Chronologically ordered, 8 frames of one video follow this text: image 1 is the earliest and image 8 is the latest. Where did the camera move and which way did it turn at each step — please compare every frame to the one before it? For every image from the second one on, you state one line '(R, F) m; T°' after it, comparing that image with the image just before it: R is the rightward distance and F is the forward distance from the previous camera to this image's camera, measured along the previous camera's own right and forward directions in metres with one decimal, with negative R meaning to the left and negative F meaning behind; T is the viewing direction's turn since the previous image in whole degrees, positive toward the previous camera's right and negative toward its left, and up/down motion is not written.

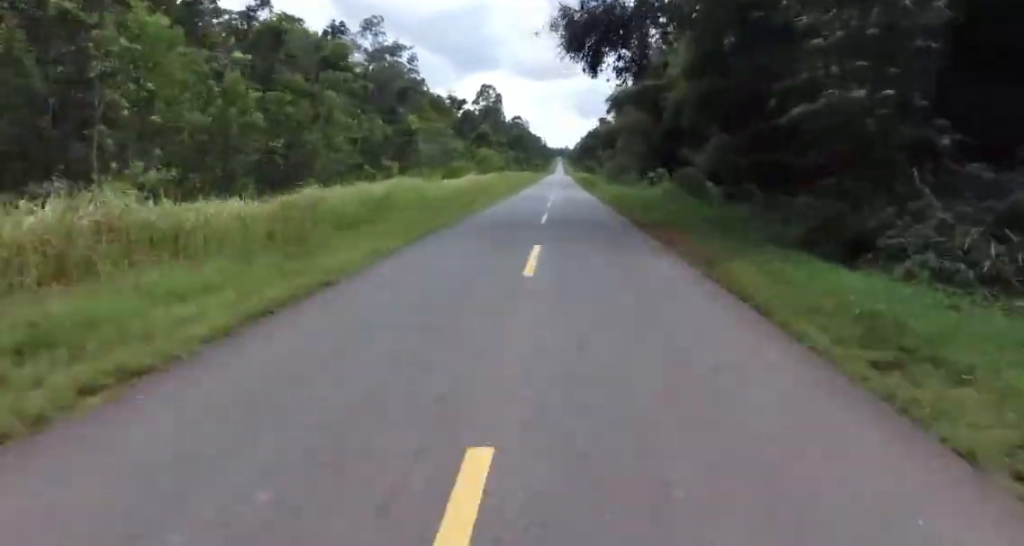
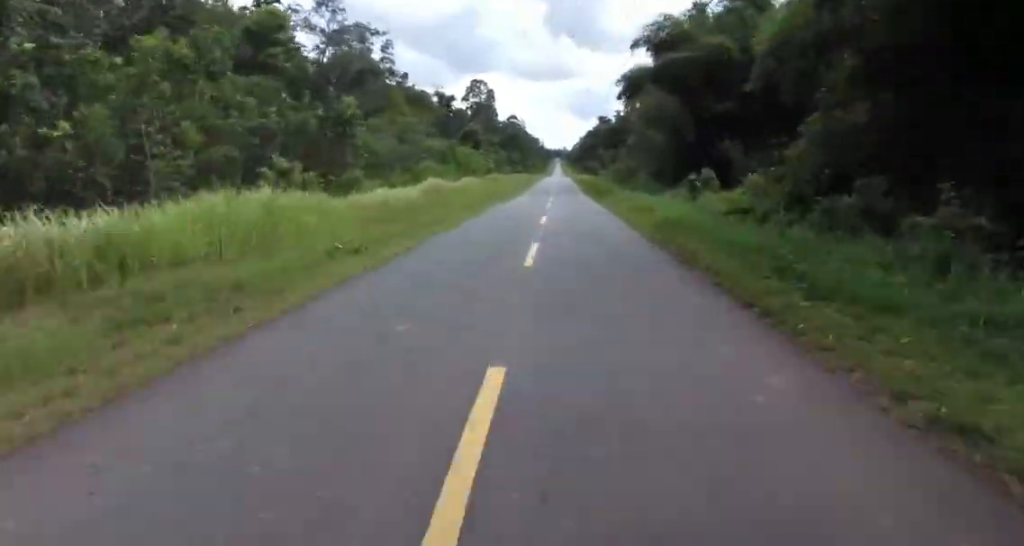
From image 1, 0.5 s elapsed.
(0.0, +14.6) m; +2°
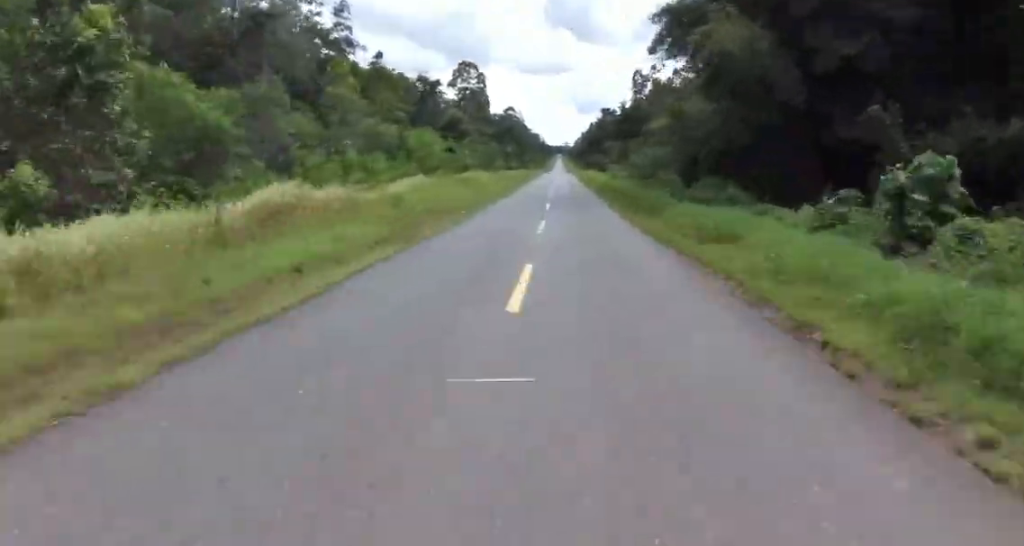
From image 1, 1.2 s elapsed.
(+1.2, +20.6) m; 0°
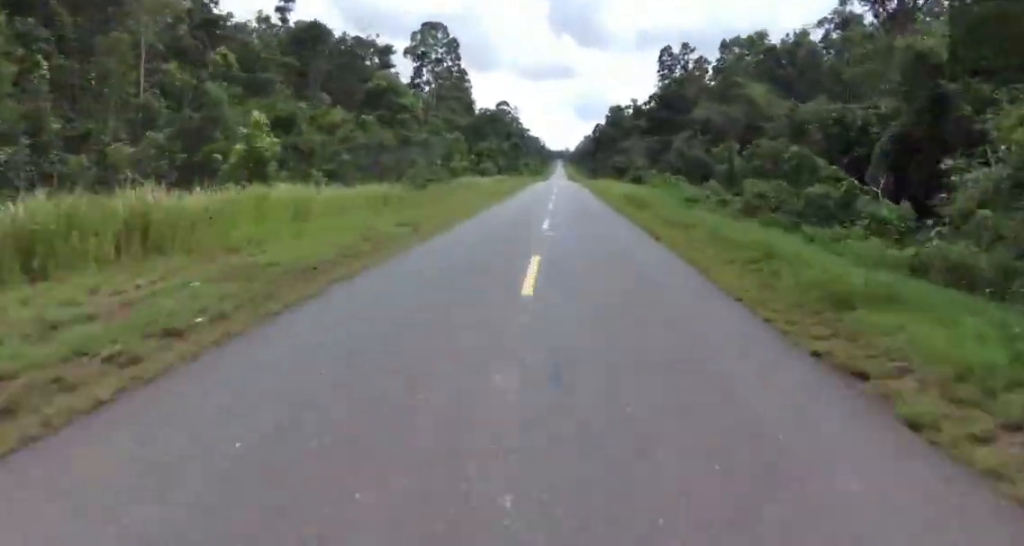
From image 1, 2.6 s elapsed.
(-2.3, +40.9) m; -4°
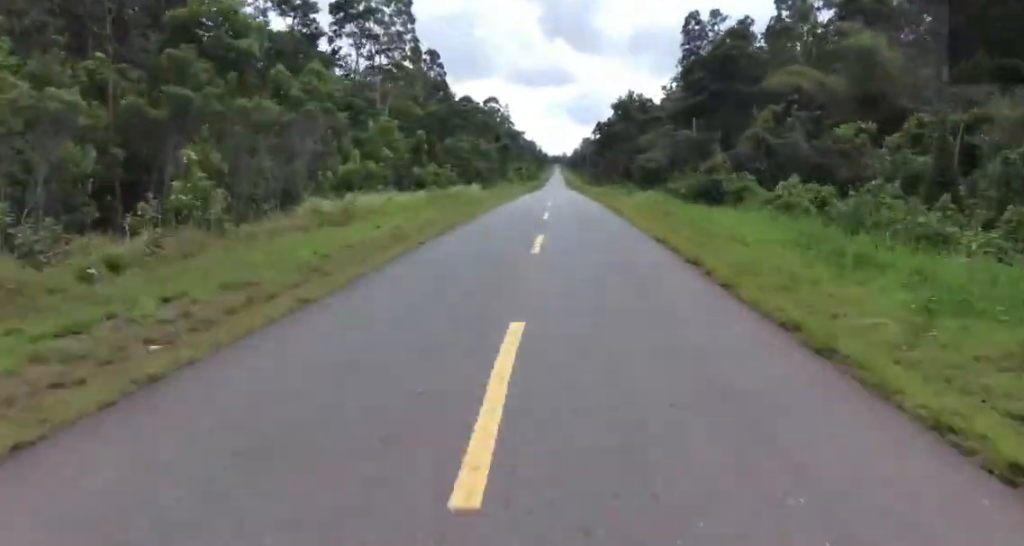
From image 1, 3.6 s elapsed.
(+0.1, +29.6) m; +1°
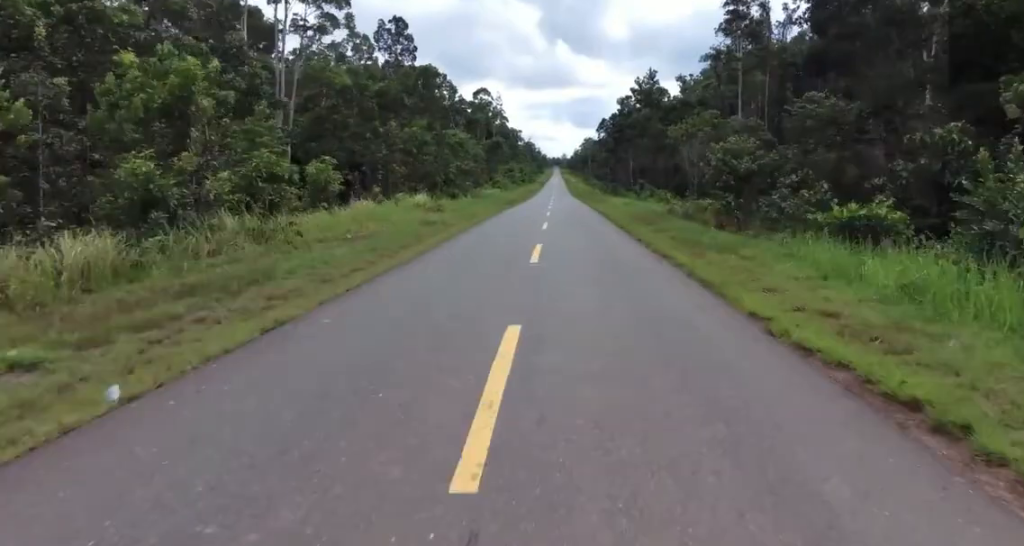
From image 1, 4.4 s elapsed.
(+0.3, +24.0) m; +1°
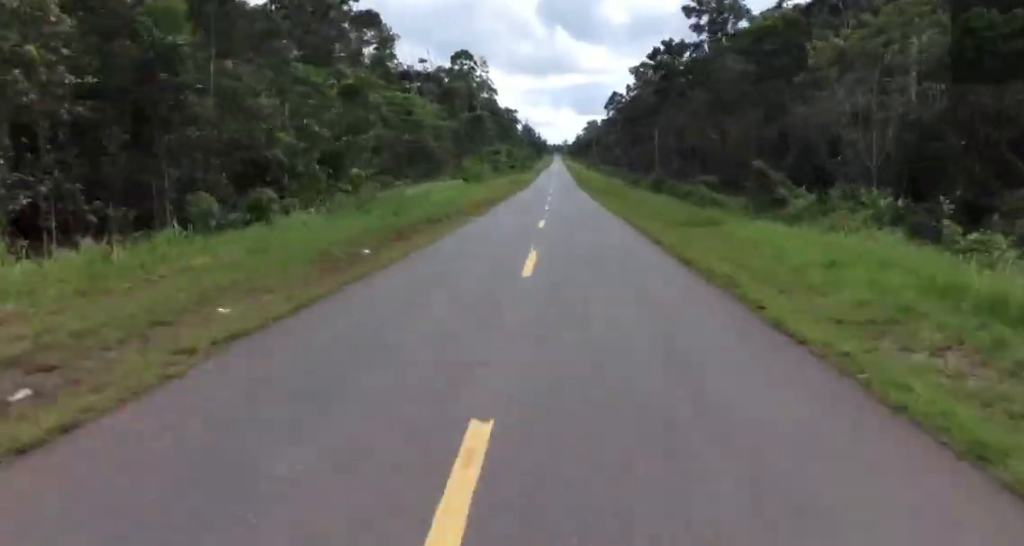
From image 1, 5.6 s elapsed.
(-0.1, +36.1) m; -1°
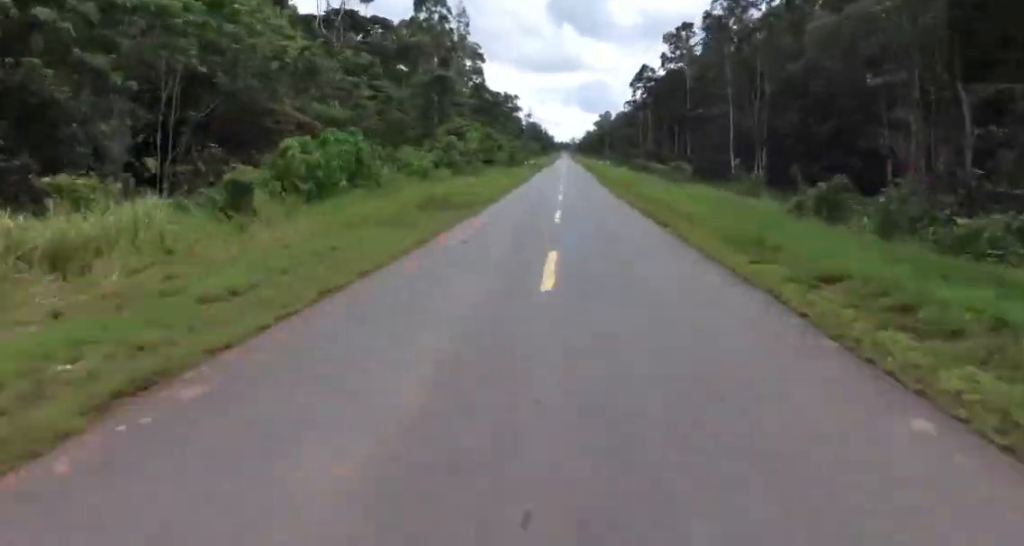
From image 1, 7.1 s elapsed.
(-0.2, +42.6) m; 0°
